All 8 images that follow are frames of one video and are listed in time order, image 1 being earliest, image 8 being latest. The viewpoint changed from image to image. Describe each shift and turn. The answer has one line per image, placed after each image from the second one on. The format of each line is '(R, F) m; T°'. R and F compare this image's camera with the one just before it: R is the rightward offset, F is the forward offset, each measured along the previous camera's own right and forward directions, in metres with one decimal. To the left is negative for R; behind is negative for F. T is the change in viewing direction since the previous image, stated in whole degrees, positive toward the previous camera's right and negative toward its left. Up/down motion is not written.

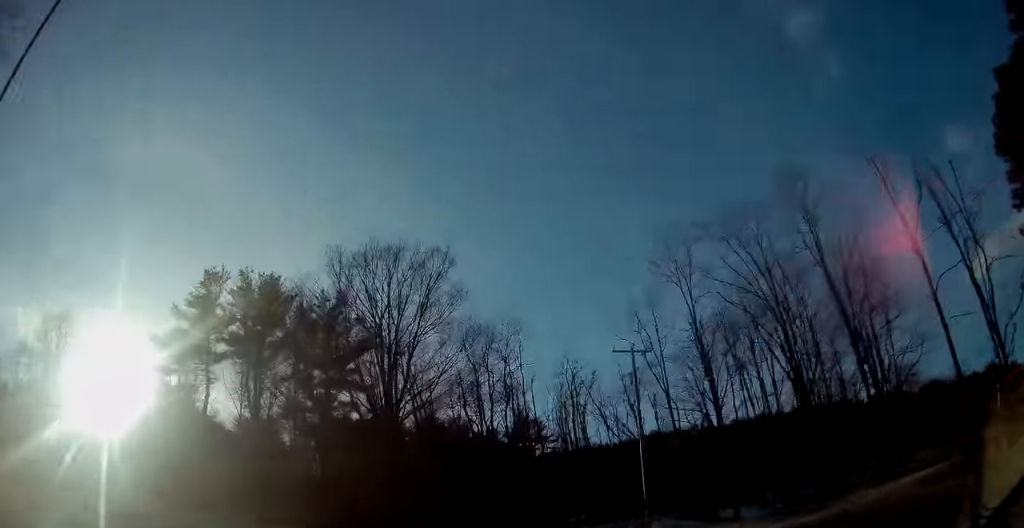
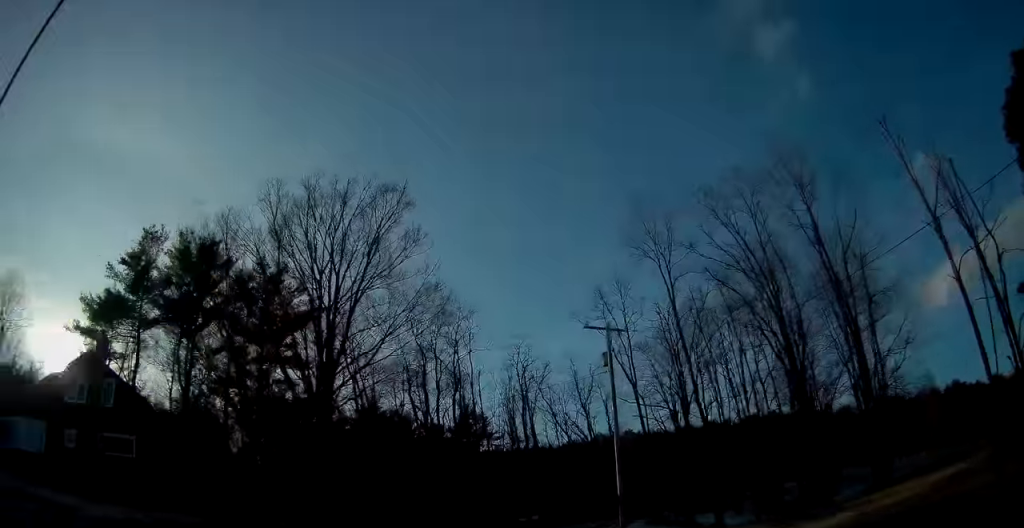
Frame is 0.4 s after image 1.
(+0.3, +4.6) m; +5°
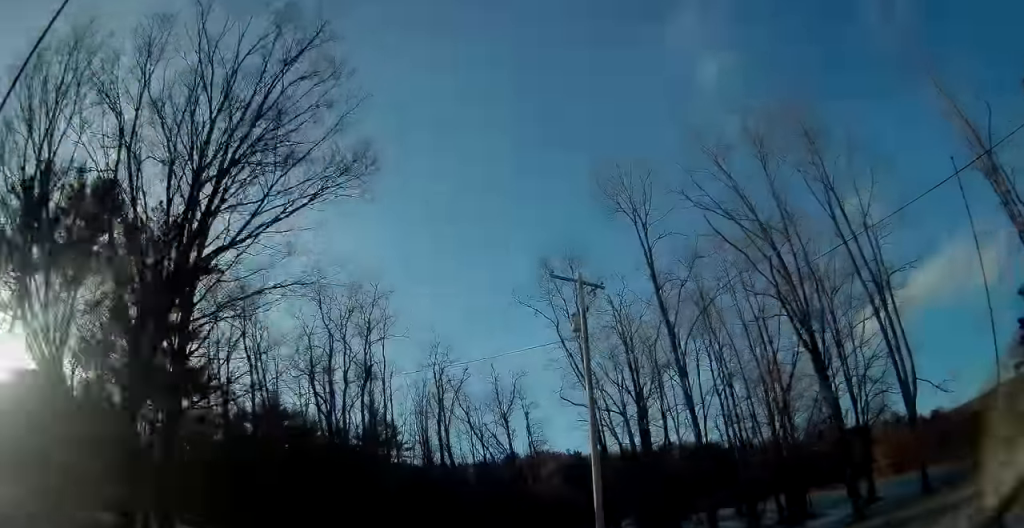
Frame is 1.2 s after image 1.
(+0.4, +8.3) m; +8°
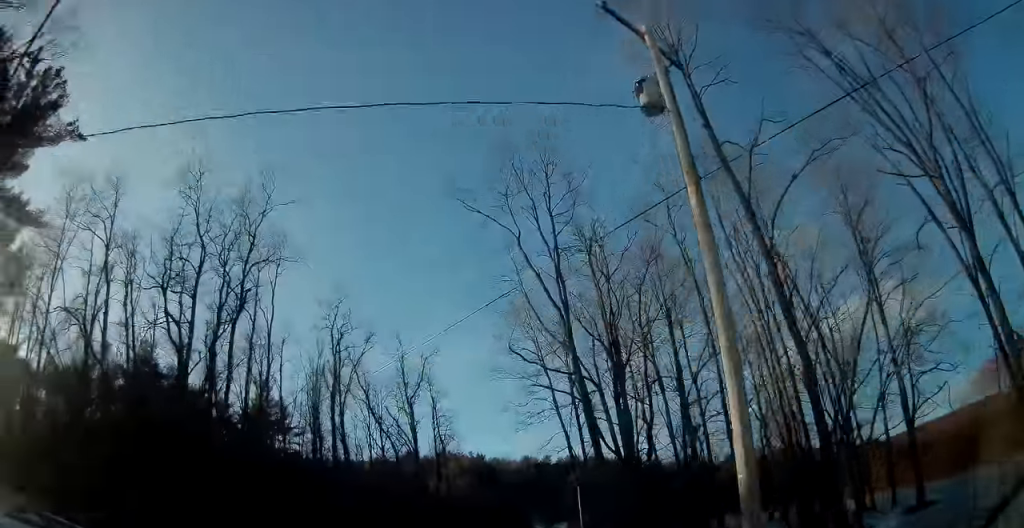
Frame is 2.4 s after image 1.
(+1.5, +12.5) m; +12°
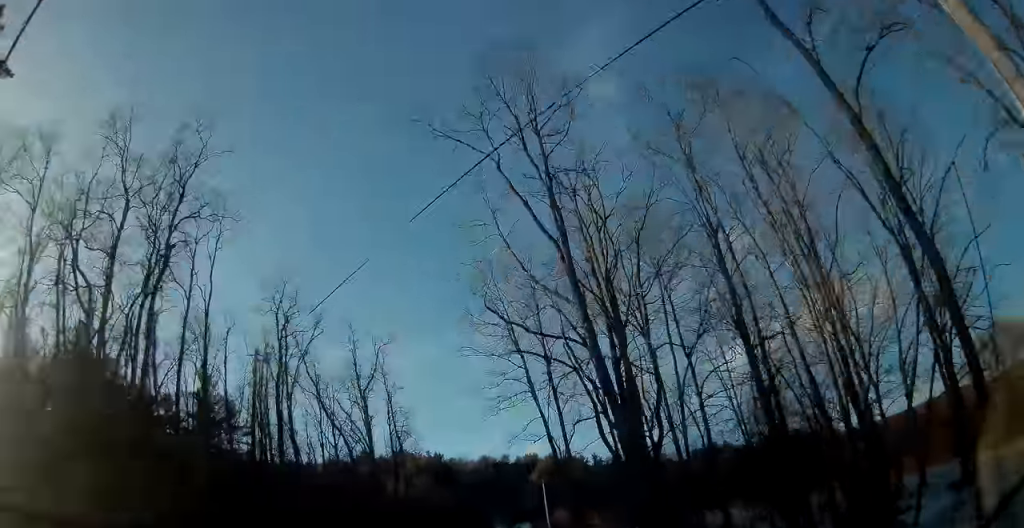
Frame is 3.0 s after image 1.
(+0.3, +5.7) m; +4°
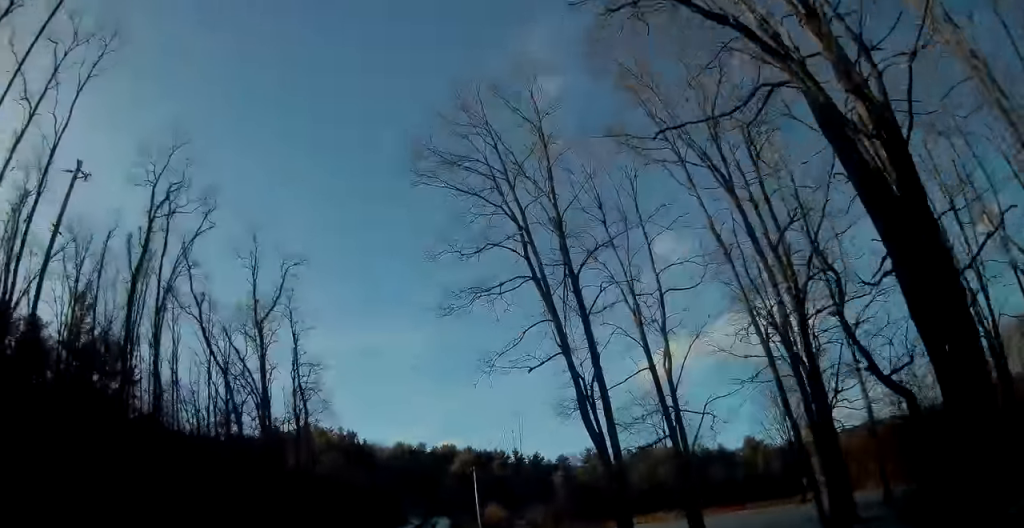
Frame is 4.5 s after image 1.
(+1.4, +16.6) m; +9°
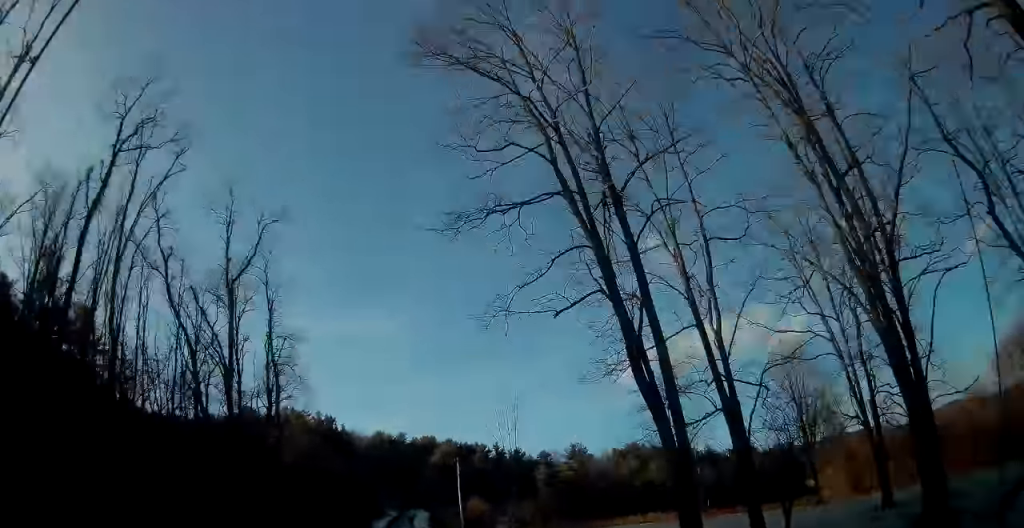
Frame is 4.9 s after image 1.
(+0.2, +5.2) m; +1°
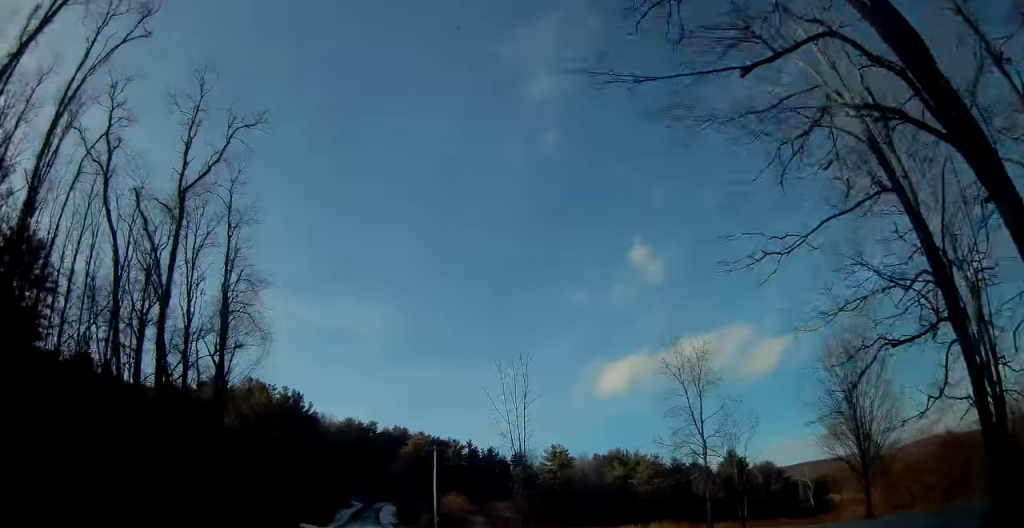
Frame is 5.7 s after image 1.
(+0.2, +9.8) m; +2°
